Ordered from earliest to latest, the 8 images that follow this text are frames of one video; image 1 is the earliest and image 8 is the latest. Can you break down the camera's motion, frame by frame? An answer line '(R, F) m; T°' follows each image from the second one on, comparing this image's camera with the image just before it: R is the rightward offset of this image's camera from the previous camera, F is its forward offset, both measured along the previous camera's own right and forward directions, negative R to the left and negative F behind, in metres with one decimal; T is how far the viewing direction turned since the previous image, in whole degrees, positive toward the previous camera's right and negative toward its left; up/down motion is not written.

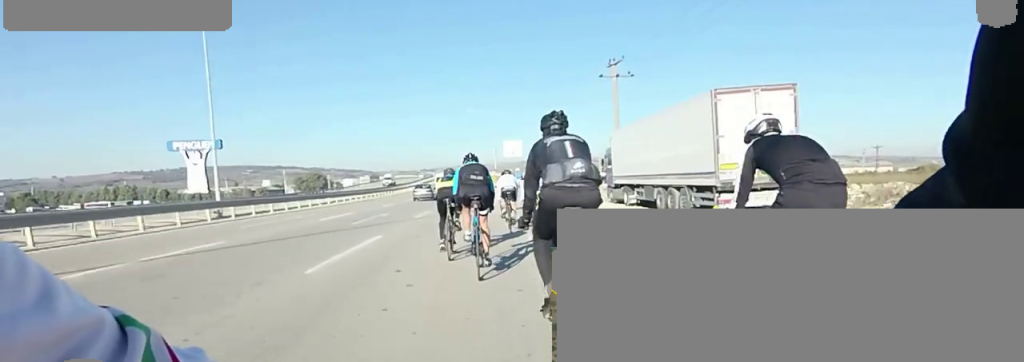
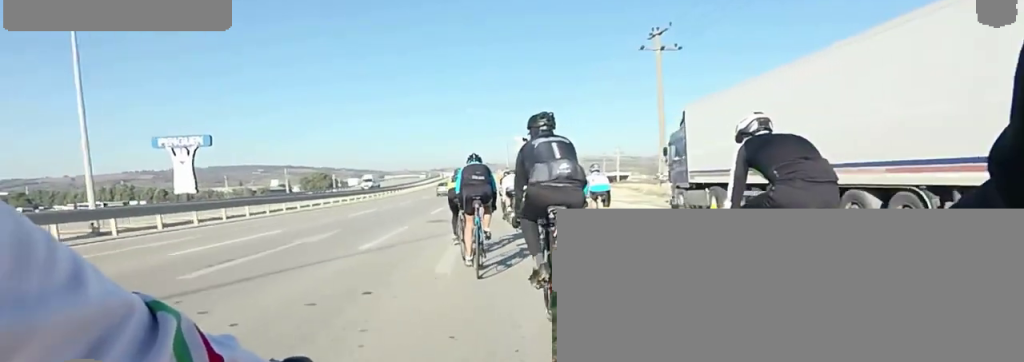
(-0.3, +5.4) m; -7°
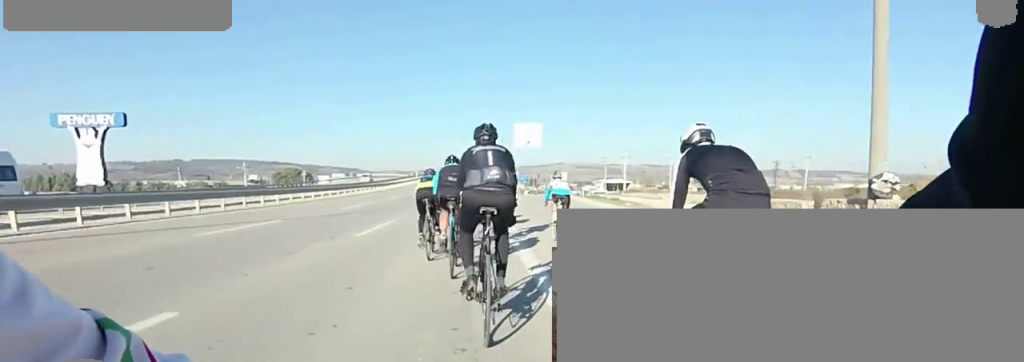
(-1.5, +12.5) m; -7°
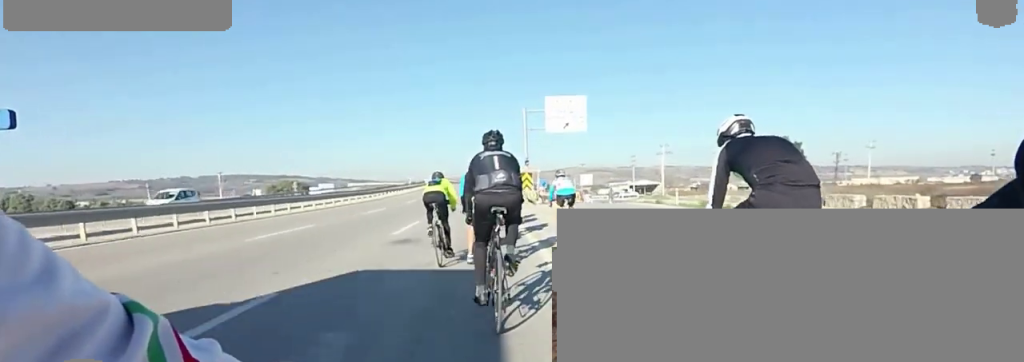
(+0.2, +12.1) m; +8°
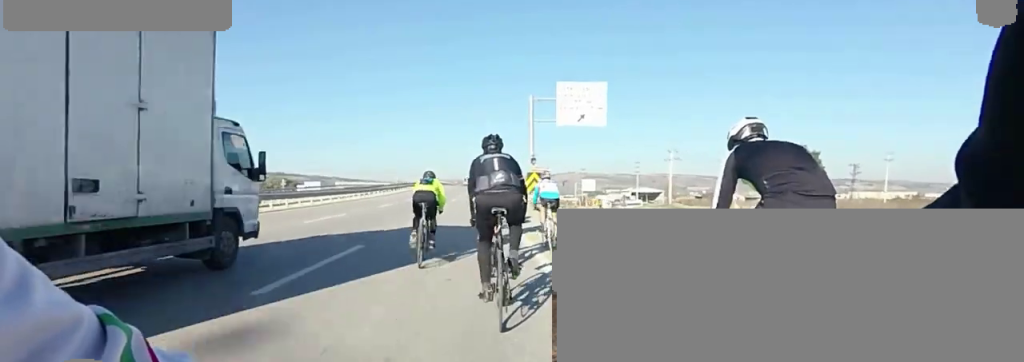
(+0.1, +4.0) m; +6°
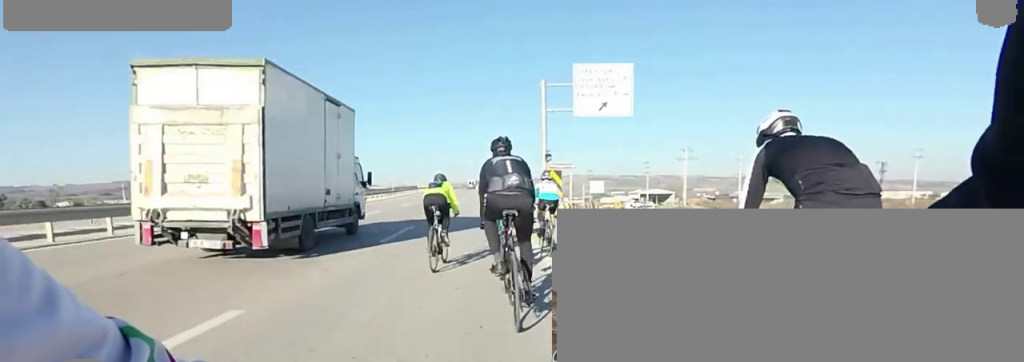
(+0.6, +3.1) m; 0°
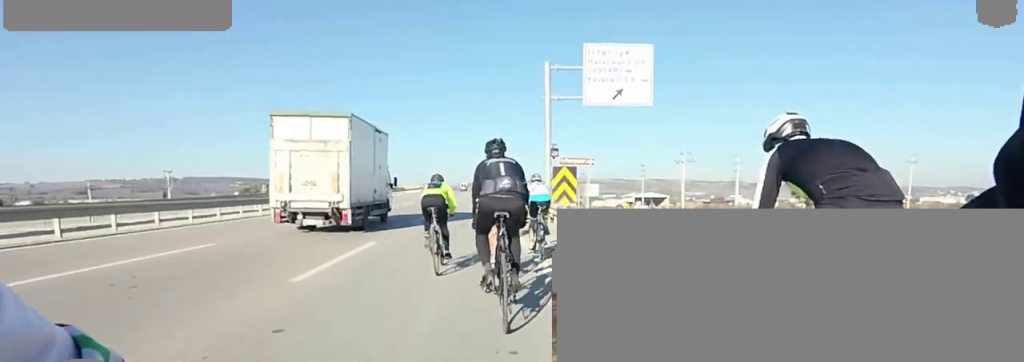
(+0.2, +2.9) m; -2°
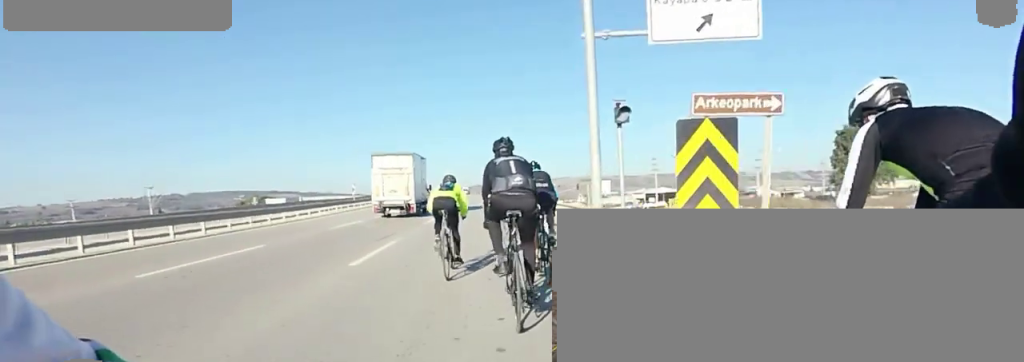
(-0.9, +5.6) m; -10°
